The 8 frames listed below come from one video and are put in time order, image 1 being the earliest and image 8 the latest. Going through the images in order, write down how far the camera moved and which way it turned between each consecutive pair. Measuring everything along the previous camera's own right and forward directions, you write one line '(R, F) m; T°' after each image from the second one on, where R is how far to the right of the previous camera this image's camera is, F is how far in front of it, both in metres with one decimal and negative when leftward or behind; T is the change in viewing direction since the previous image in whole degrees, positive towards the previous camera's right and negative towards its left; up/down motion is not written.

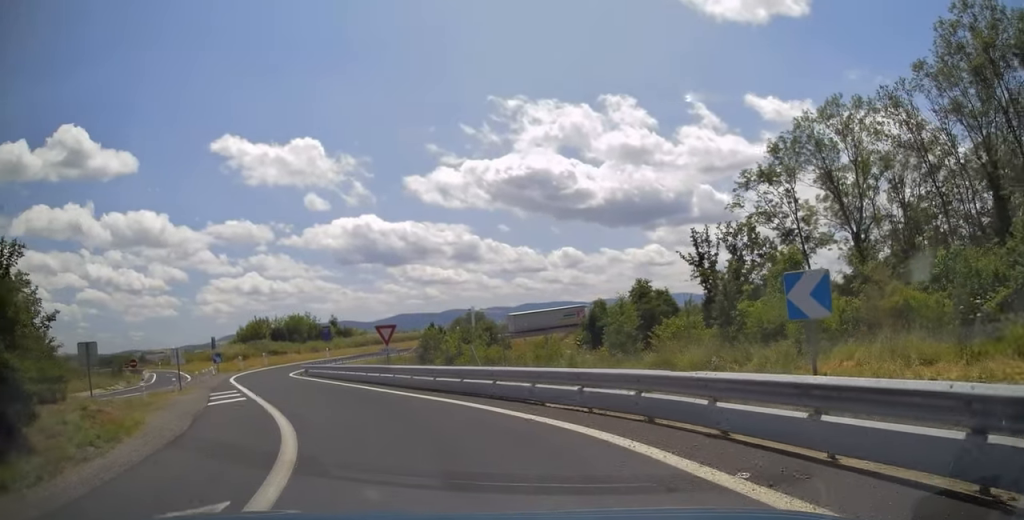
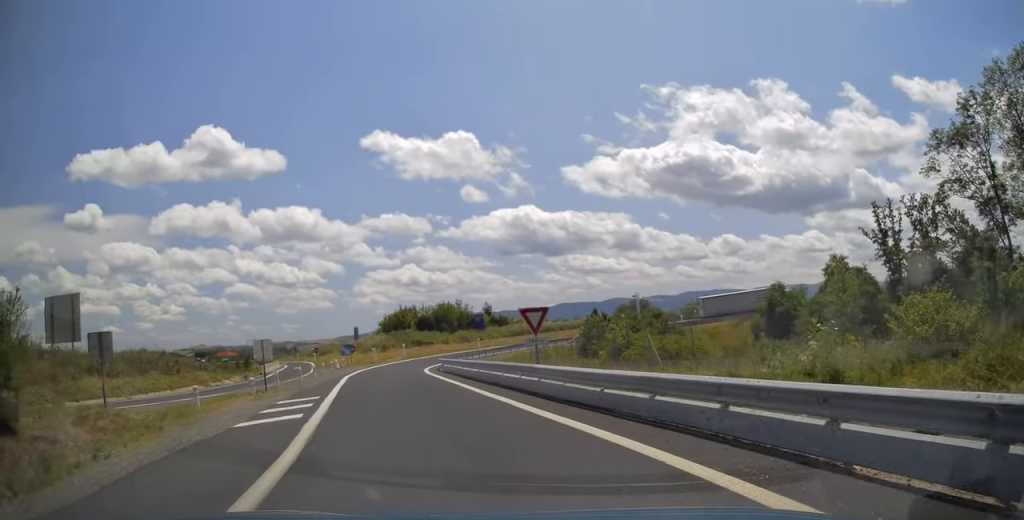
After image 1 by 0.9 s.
(-0.9, +7.4) m; -15°
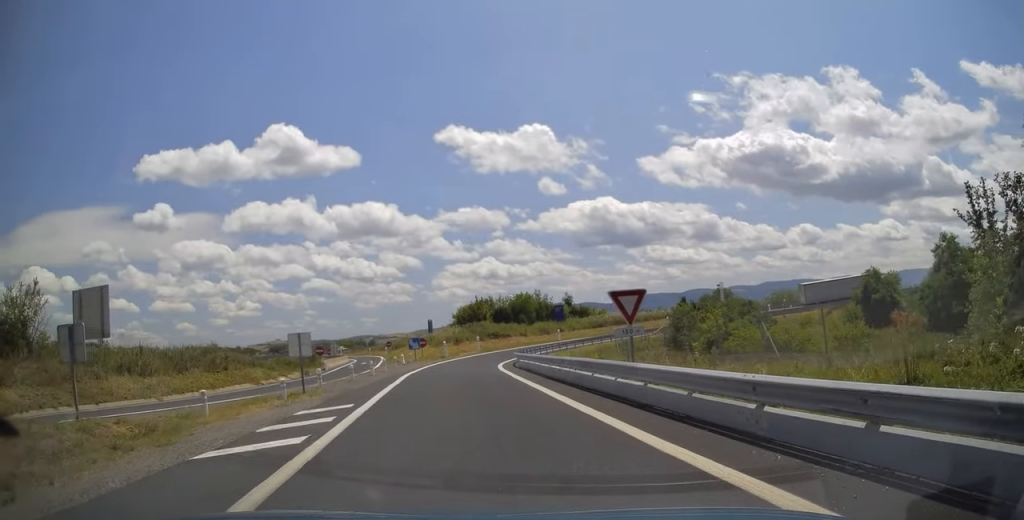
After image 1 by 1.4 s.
(-0.6, +4.2) m; -7°
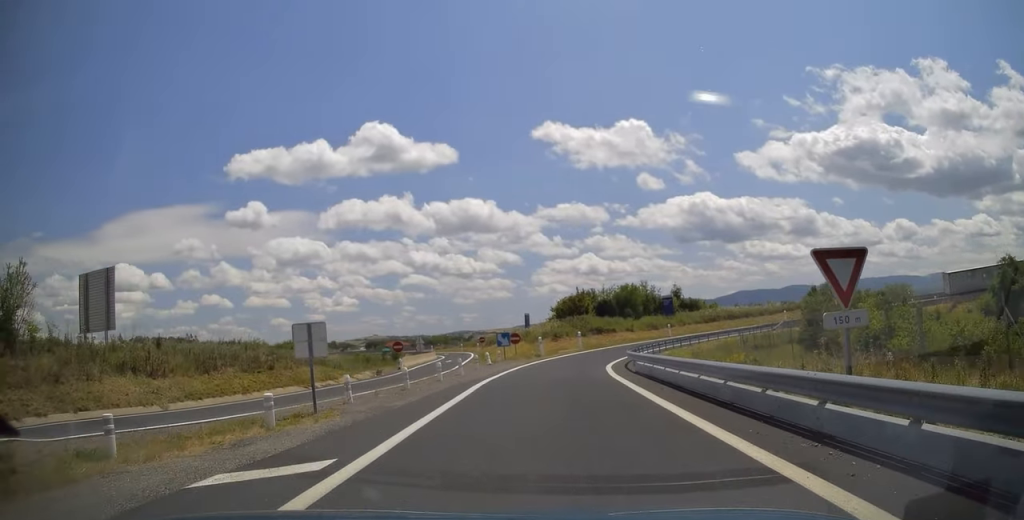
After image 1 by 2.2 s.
(-0.8, +7.6) m; -8°
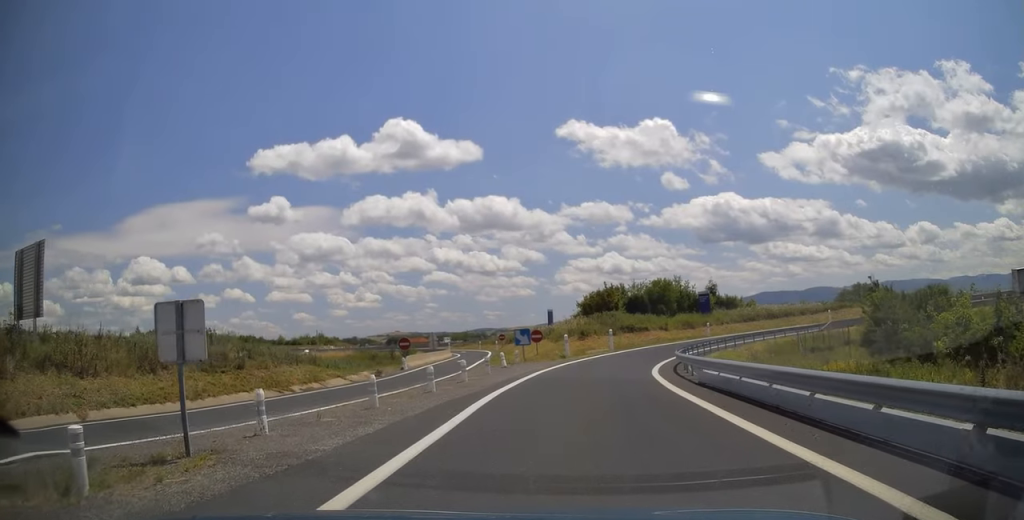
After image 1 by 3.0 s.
(-0.3, +6.4) m; -3°
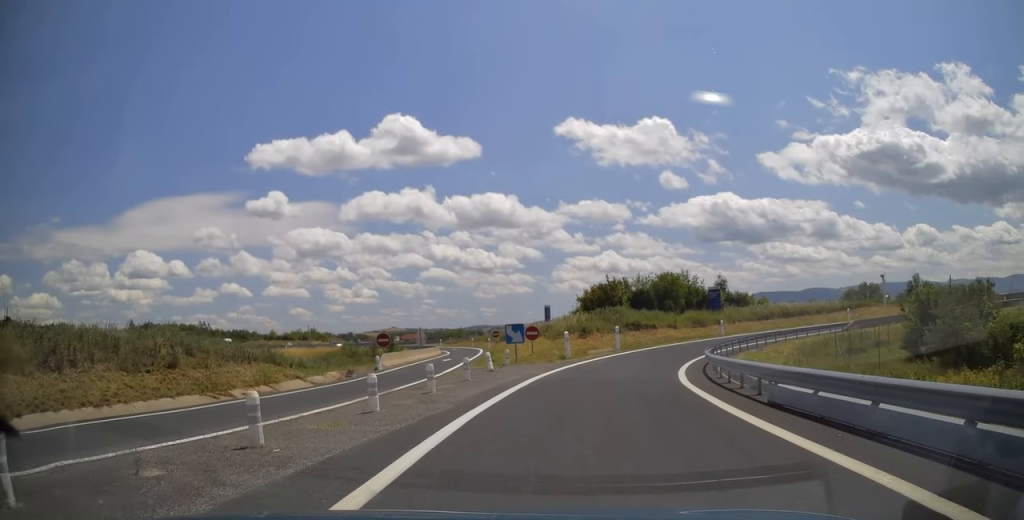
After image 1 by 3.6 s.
(-0.1, +5.7) m; -1°
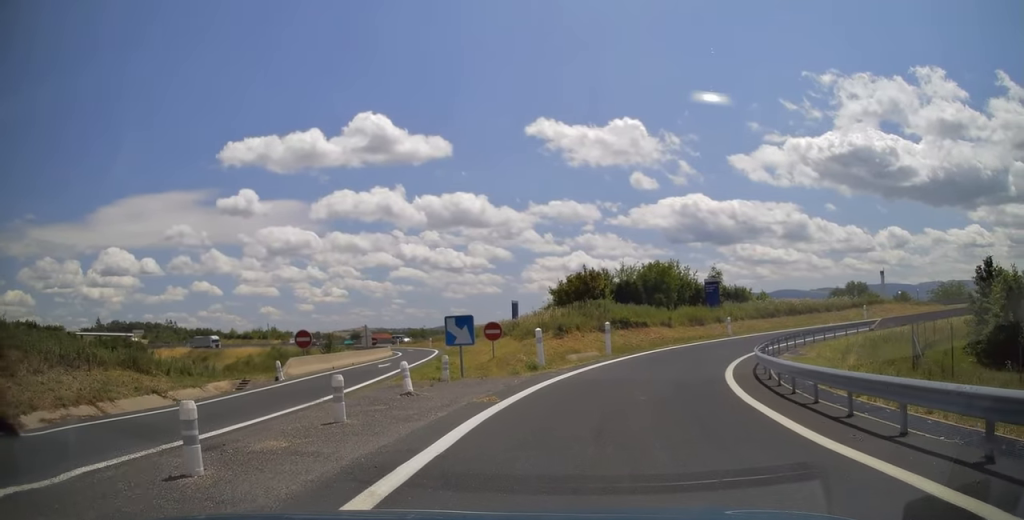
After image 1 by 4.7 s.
(0.0, +10.1) m; +3°
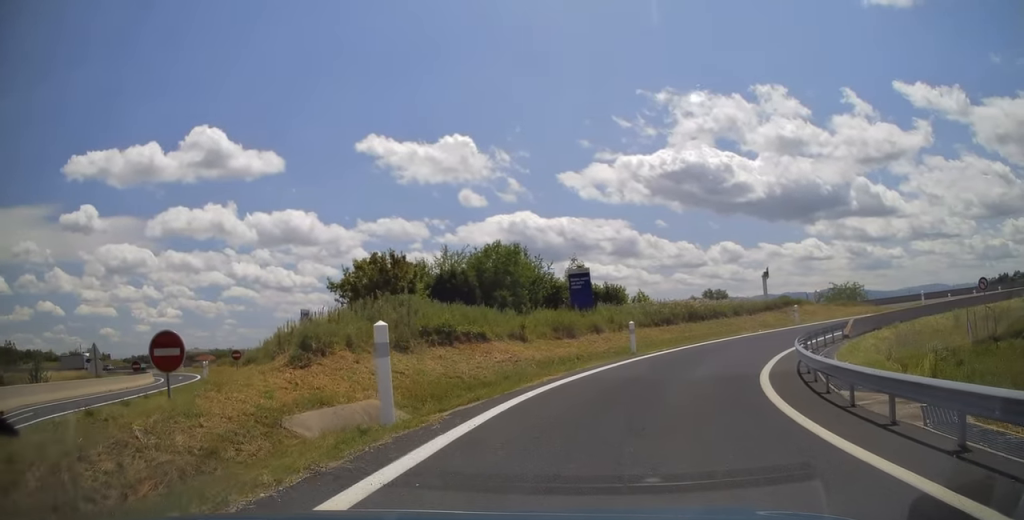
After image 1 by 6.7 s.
(+1.9, +18.3) m; +15°
